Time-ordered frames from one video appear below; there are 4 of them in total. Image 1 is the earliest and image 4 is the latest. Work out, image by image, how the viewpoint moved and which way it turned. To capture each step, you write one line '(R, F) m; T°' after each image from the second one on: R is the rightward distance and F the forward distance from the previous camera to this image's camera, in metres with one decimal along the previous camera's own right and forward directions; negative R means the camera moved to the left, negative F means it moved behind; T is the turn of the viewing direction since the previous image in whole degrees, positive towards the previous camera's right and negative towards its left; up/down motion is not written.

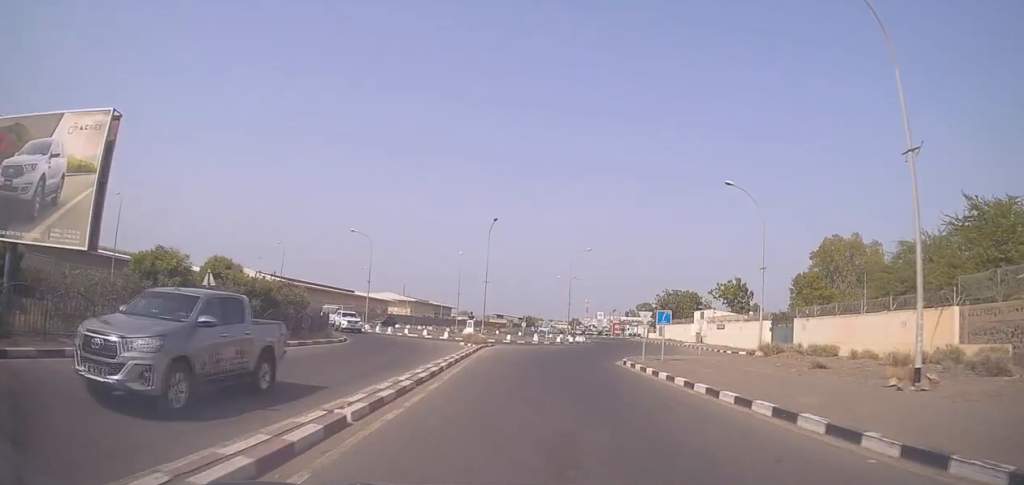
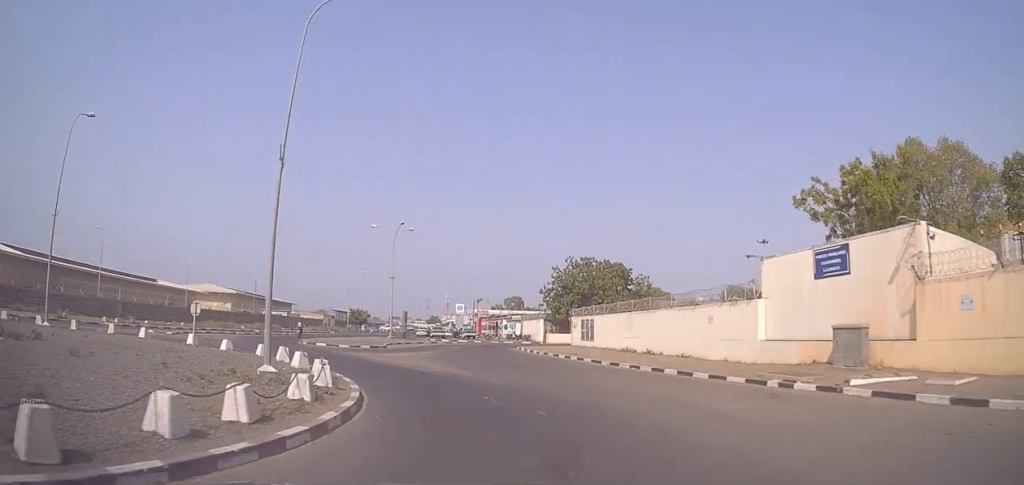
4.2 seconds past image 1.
(+7.4, +56.7) m; +13°
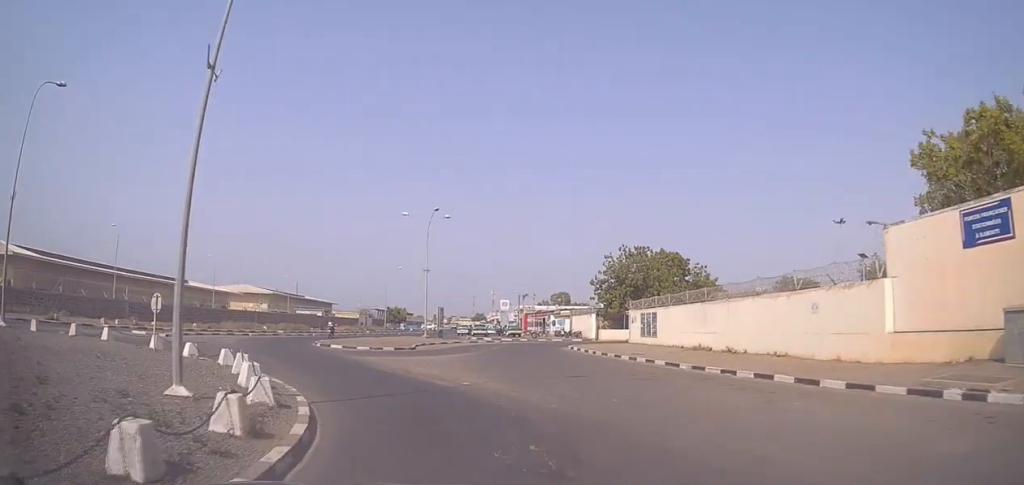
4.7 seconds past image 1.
(0.0, +5.8) m; -5°
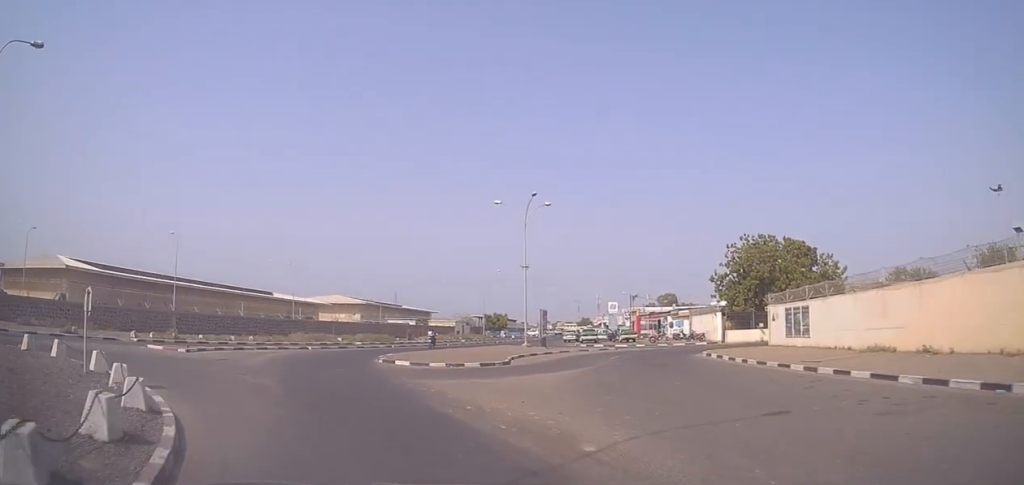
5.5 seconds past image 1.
(-0.3, +7.9) m; -9°
